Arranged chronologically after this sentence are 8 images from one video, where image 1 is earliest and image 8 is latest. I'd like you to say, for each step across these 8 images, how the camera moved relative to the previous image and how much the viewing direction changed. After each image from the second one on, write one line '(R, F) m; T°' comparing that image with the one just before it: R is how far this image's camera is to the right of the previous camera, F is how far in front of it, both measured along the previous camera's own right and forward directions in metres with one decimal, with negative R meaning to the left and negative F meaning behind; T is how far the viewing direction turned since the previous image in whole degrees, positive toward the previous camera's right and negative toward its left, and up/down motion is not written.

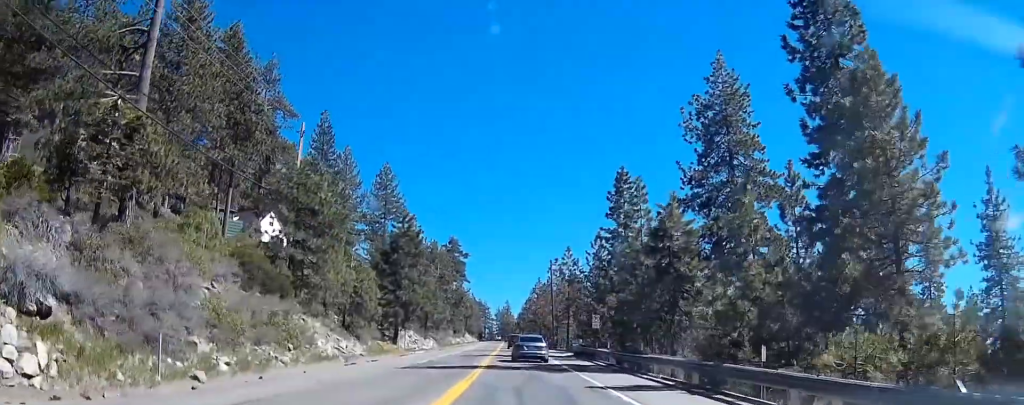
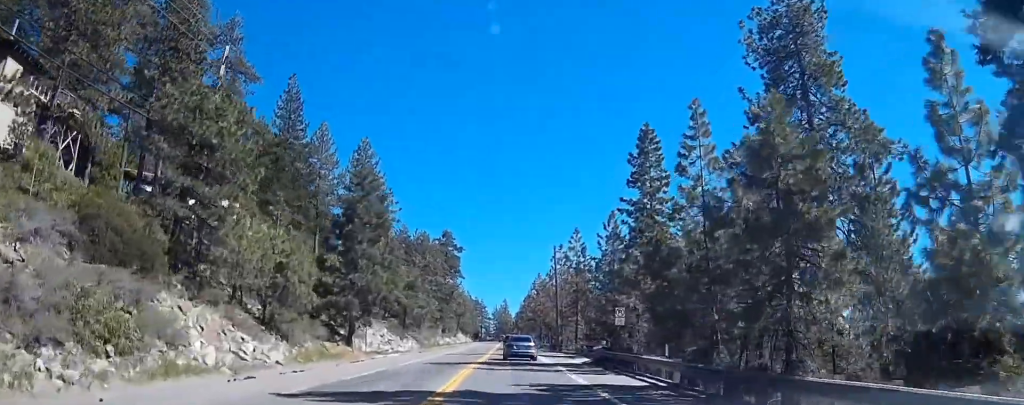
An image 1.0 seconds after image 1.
(0.0, +17.4) m; 0°
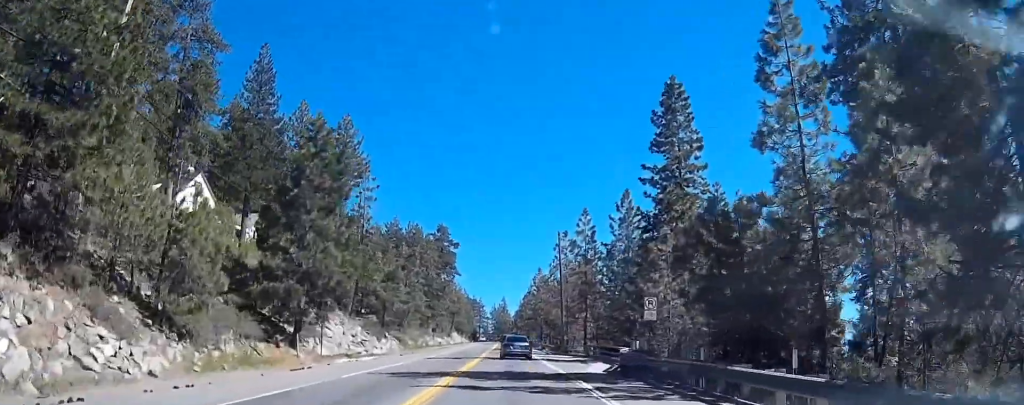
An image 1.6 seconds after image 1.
(0.0, +12.1) m; 0°
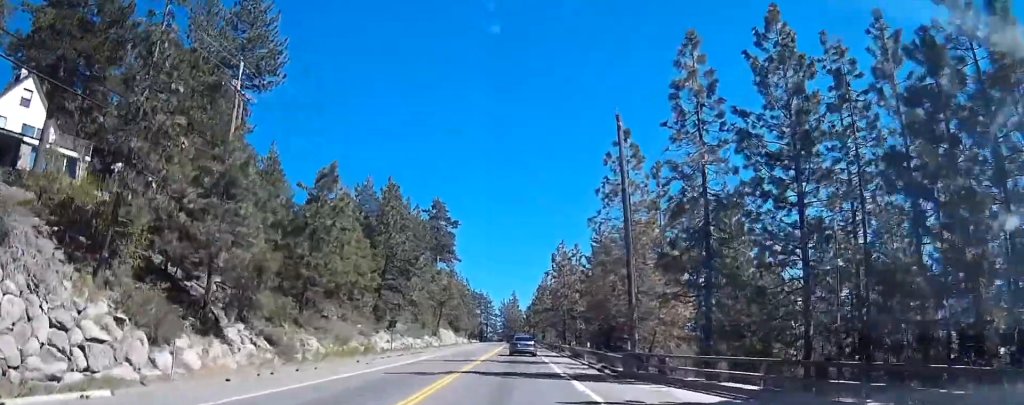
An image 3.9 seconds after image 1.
(0.0, +42.6) m; +1°
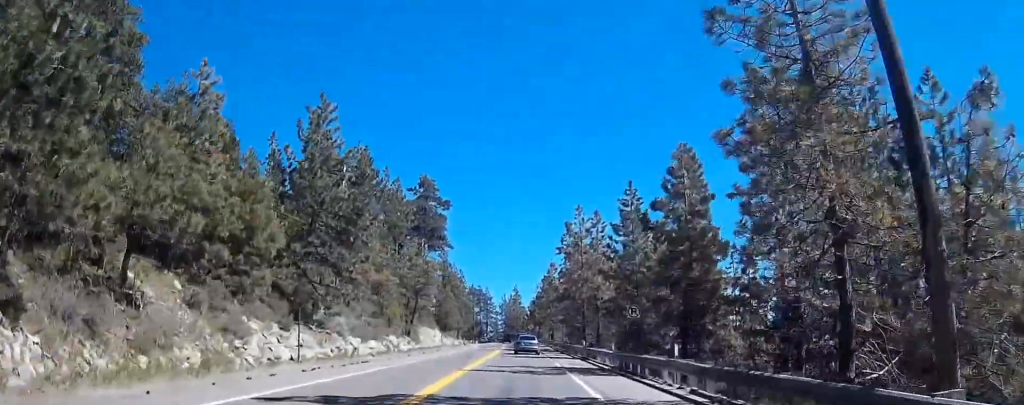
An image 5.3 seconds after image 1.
(+0.3, +27.4) m; +1°
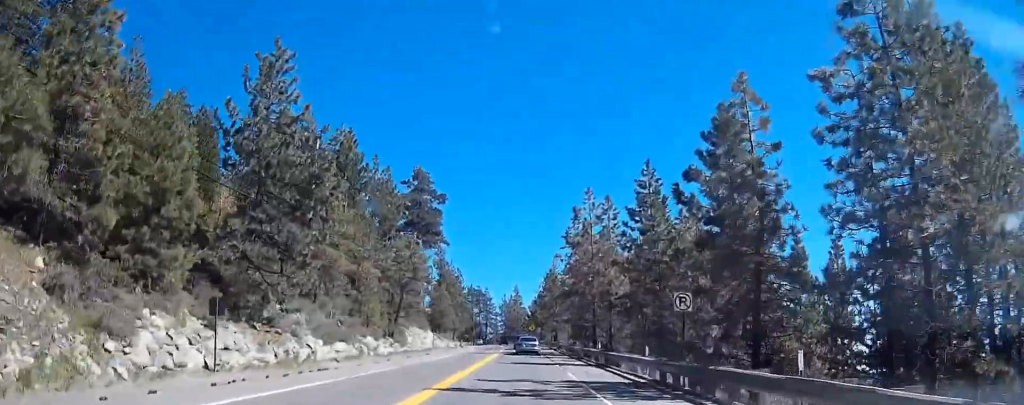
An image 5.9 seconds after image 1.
(0.0, +10.2) m; 0°
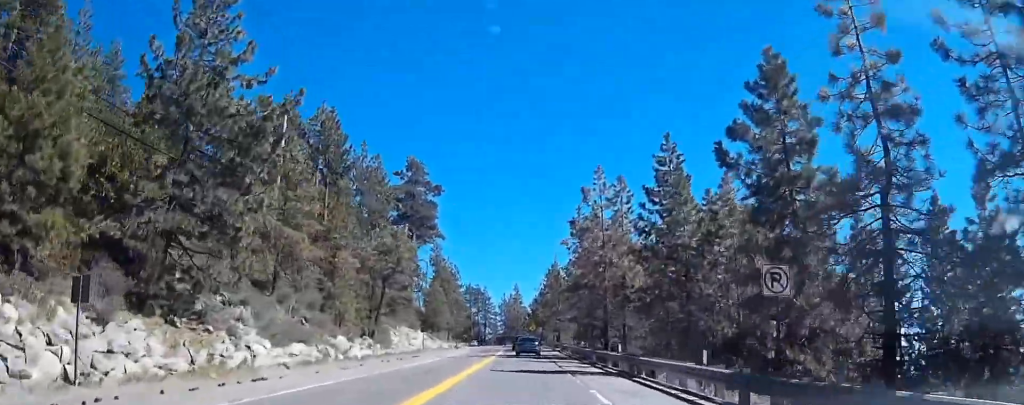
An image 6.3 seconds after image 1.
(0.0, +9.0) m; 0°
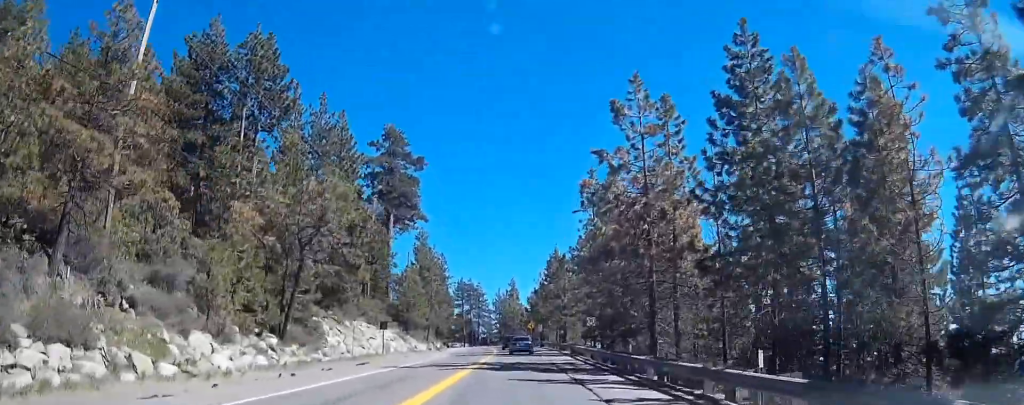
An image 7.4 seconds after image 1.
(0.0, +21.2) m; 0°
